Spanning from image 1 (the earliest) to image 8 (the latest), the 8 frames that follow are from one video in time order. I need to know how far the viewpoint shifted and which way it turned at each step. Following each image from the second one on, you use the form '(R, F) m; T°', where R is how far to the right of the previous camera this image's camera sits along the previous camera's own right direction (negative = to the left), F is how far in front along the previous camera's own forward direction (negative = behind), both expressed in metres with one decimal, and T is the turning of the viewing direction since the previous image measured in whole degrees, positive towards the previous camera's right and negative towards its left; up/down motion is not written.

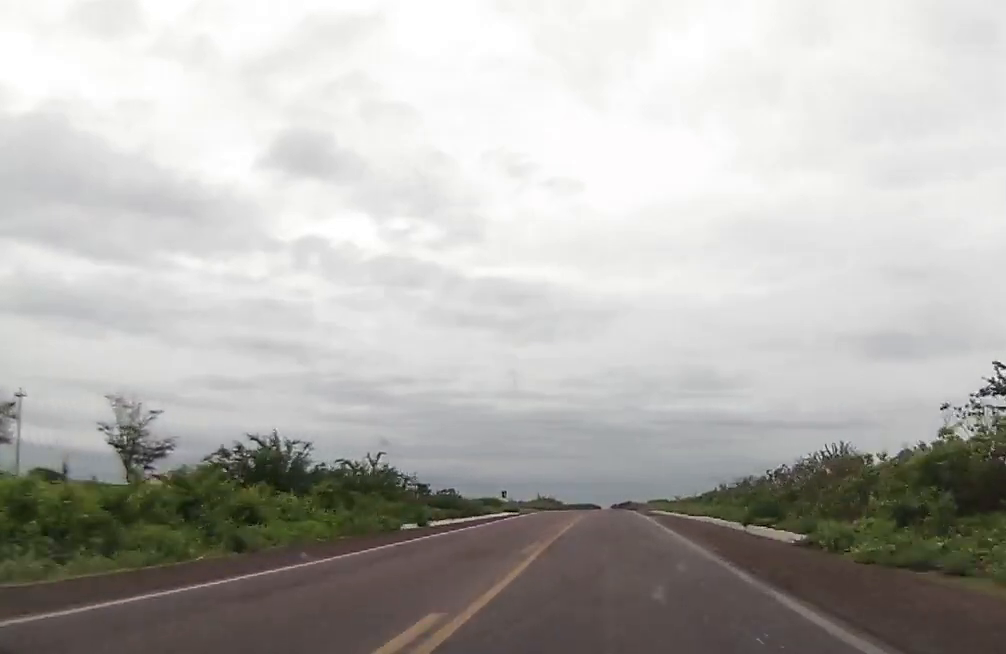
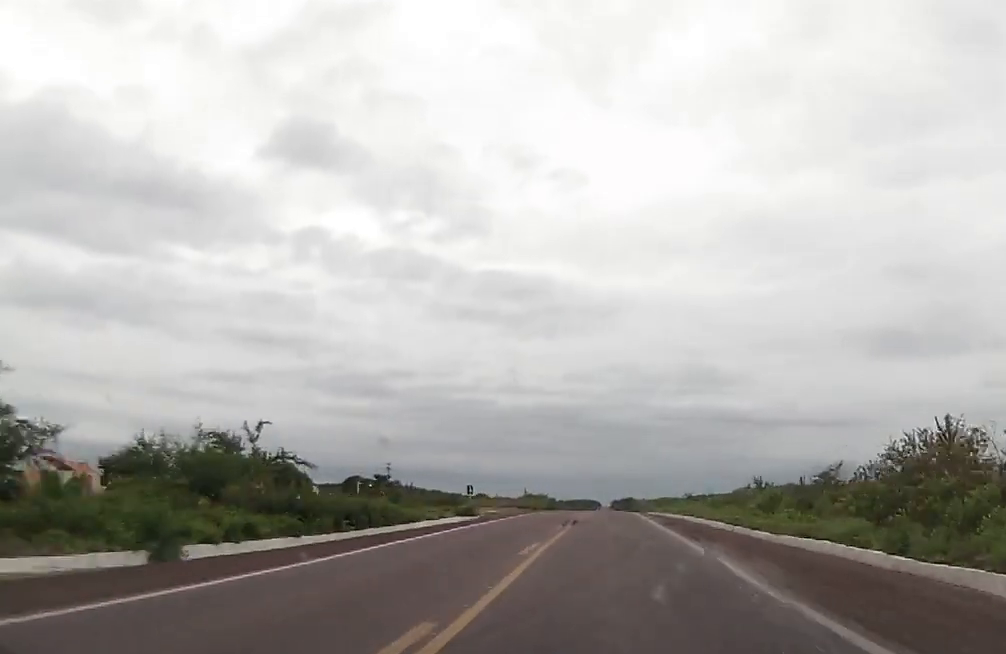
(0.0, +25.0) m; 0°
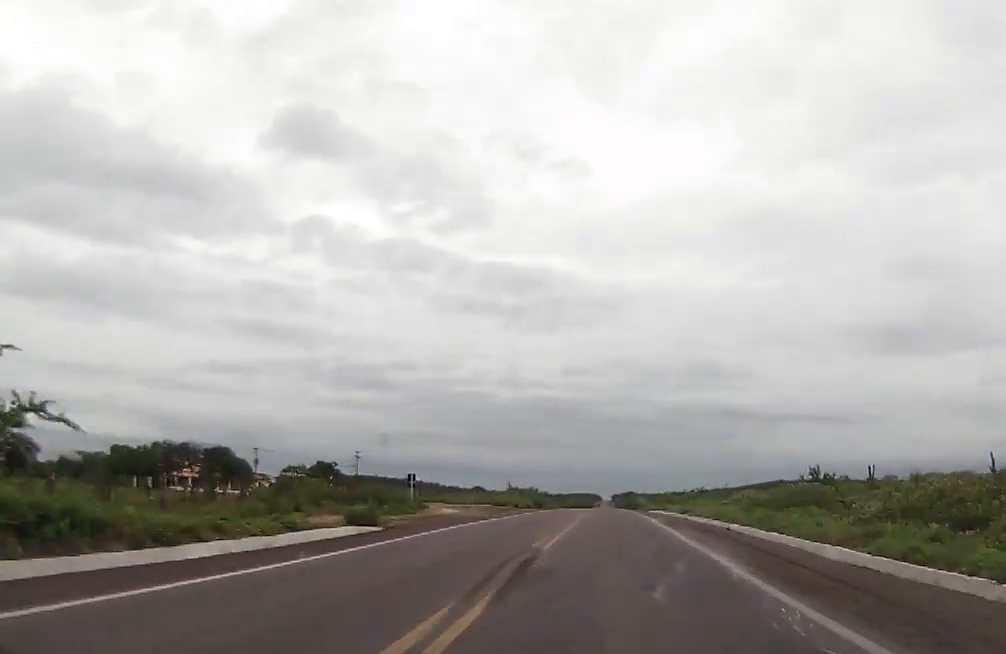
(-0.1, +22.5) m; 0°
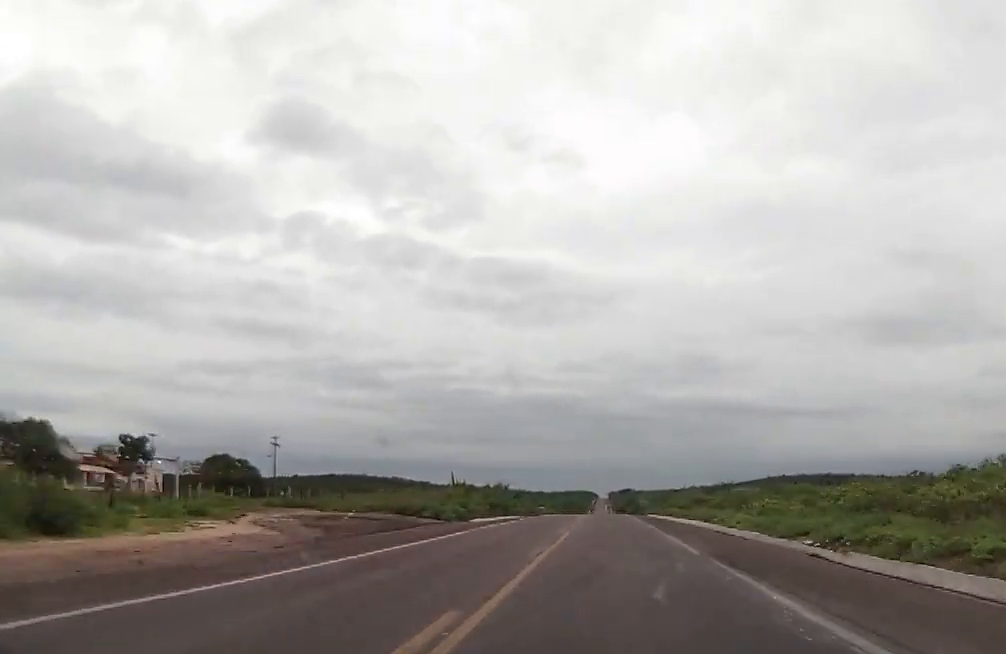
(-0.2, +37.6) m; 0°
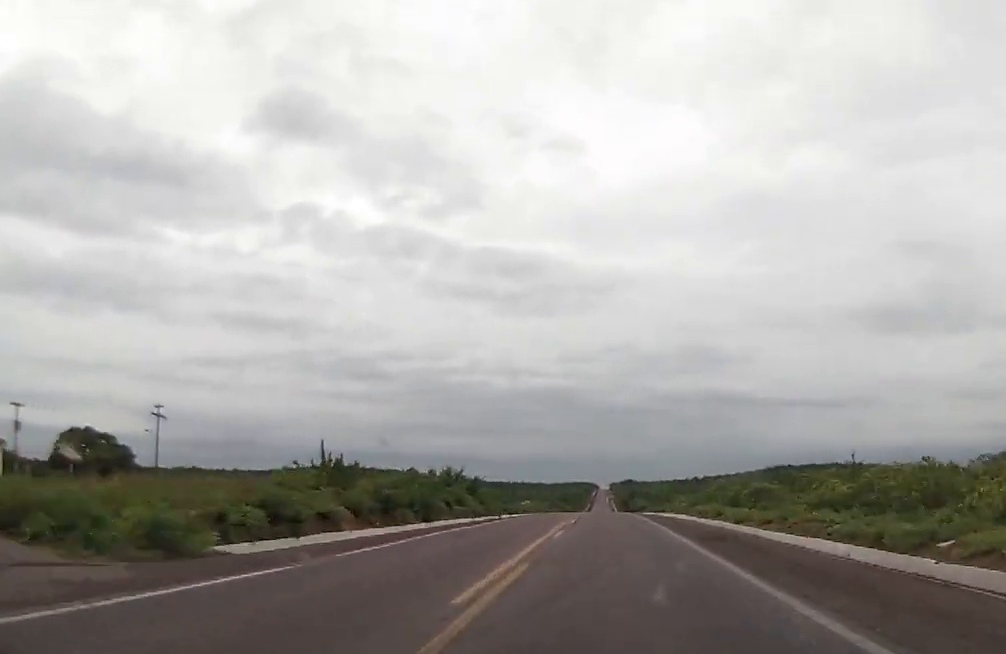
(0.0, +32.7) m; +1°
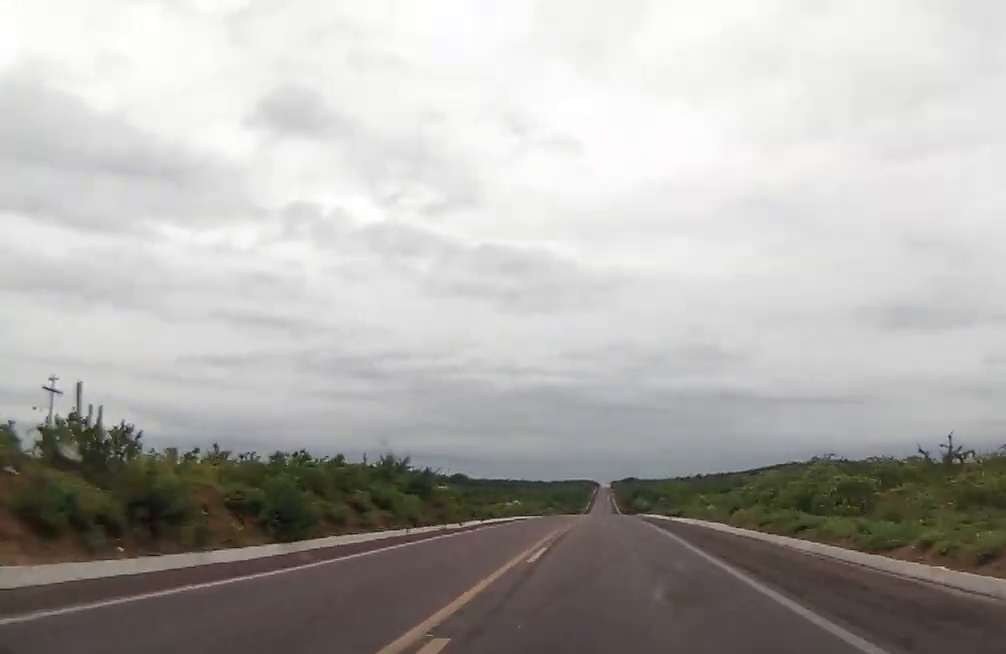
(+0.1, +18.9) m; 0°
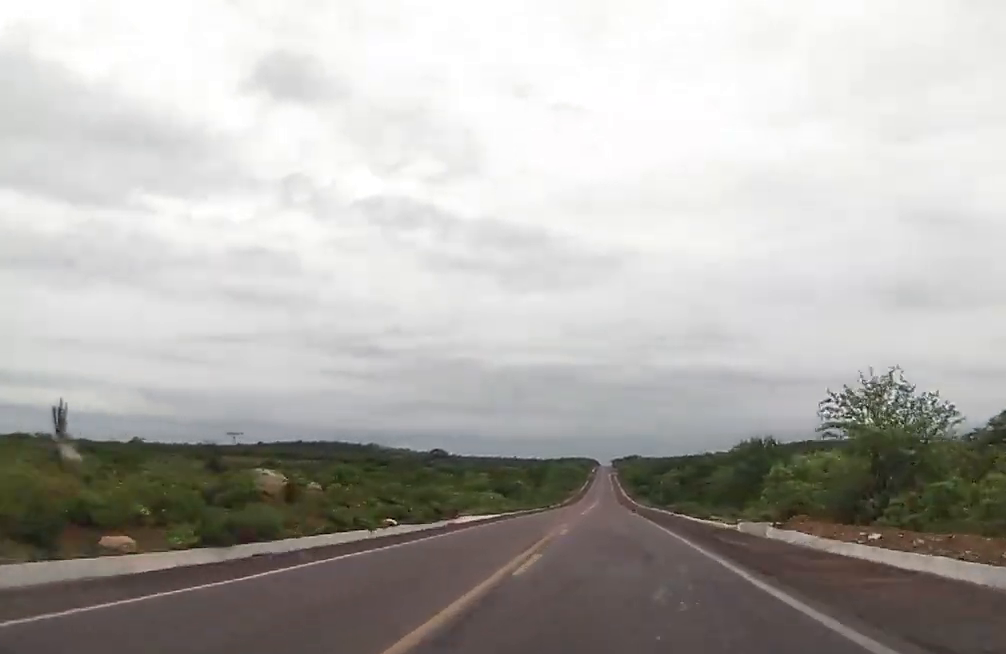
(-0.2, +87.7) m; -1°
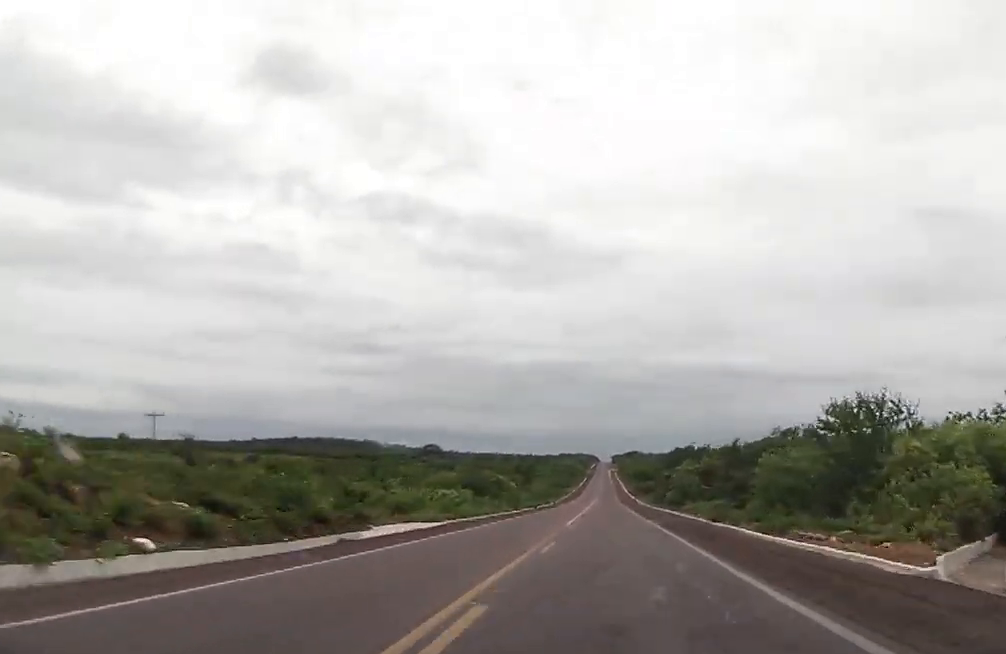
(+0.1, +19.3) m; 0°
